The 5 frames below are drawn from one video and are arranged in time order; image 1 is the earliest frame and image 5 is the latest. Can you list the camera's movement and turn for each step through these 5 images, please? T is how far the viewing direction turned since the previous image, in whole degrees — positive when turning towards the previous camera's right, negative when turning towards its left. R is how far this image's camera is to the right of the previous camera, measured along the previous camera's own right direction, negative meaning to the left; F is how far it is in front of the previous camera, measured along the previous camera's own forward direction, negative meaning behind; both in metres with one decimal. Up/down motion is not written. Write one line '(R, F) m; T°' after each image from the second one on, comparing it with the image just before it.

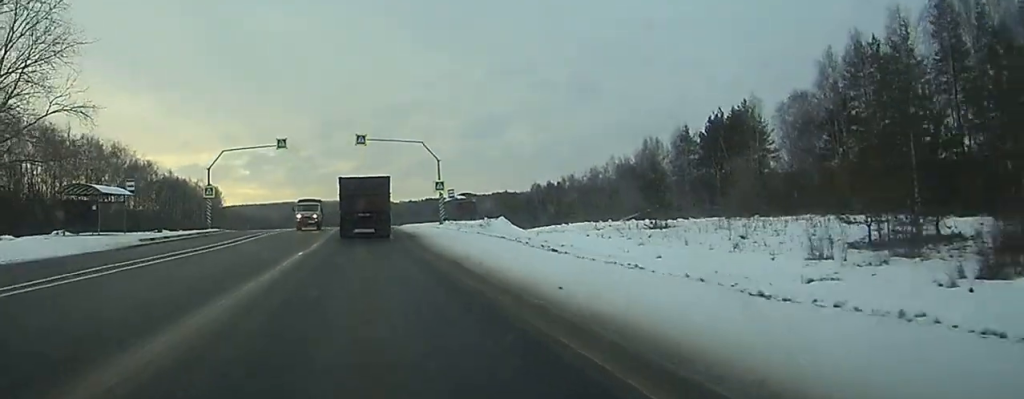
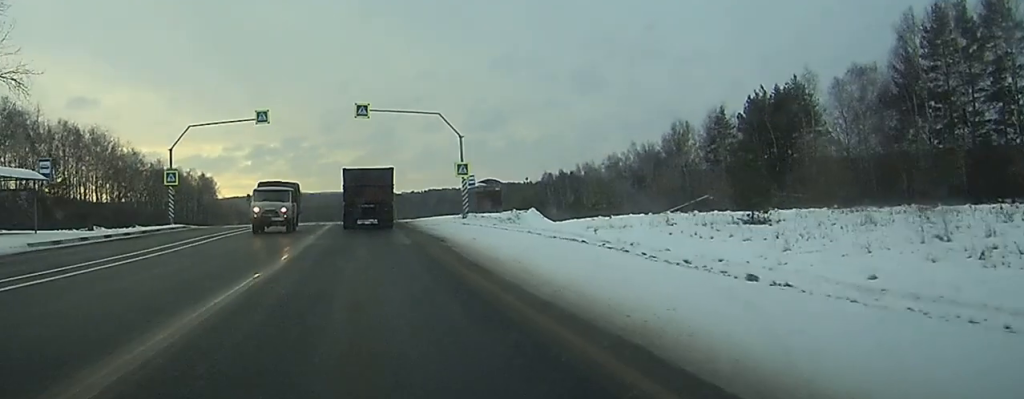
(0.0, +14.7) m; 0°
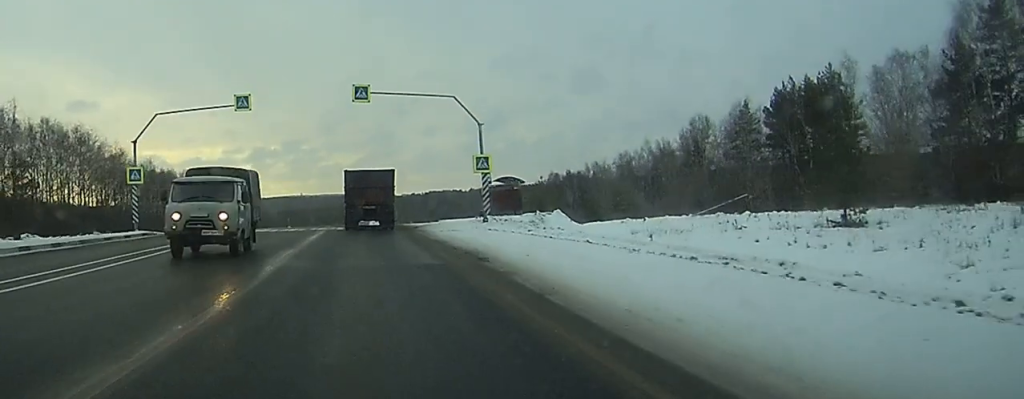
(0.0, +9.2) m; 0°
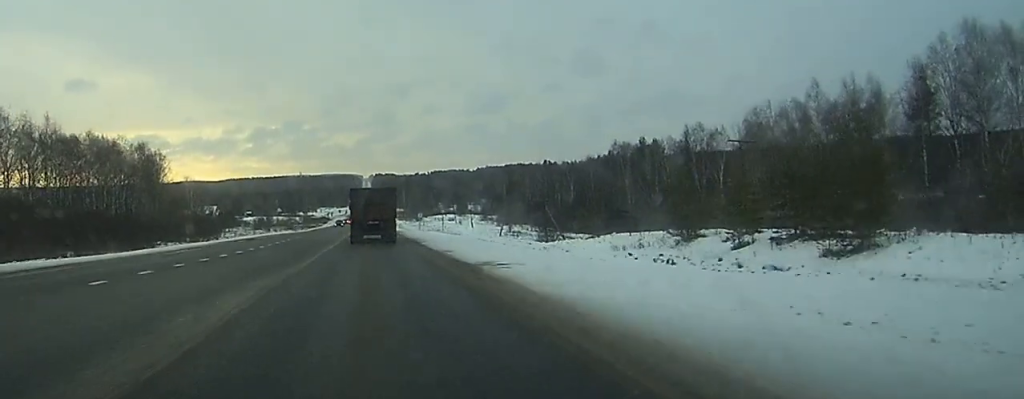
(+0.1, +68.5) m; +1°
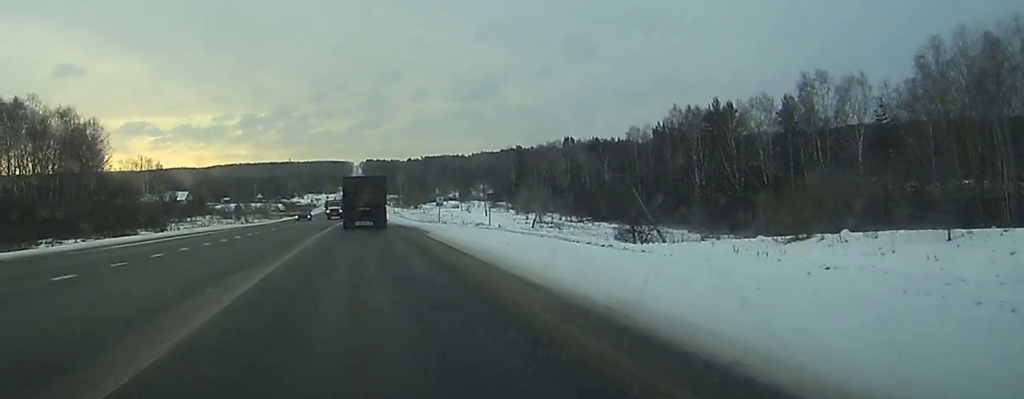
(0.0, +45.4) m; 0°
